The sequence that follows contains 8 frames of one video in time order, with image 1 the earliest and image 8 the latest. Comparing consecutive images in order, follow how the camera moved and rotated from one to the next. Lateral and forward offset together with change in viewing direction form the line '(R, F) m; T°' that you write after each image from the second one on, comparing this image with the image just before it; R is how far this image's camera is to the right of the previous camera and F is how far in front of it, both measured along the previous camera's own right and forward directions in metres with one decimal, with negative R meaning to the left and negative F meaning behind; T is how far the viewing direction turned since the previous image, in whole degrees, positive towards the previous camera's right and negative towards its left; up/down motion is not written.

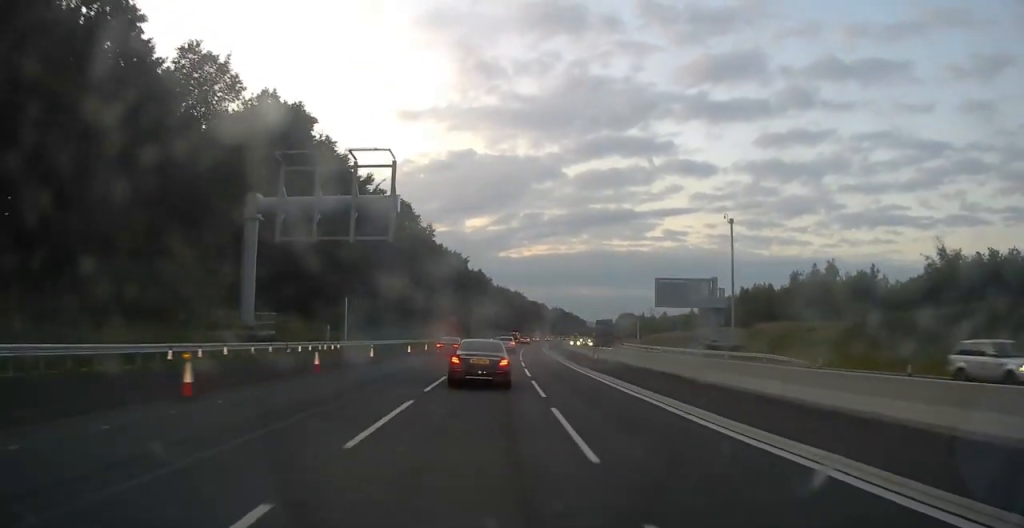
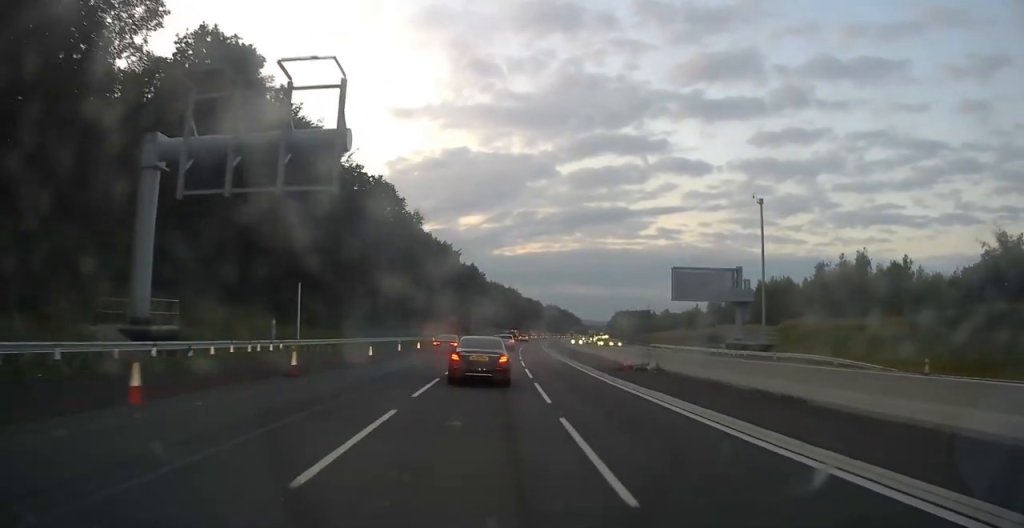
(0.0, +11.4) m; +1°
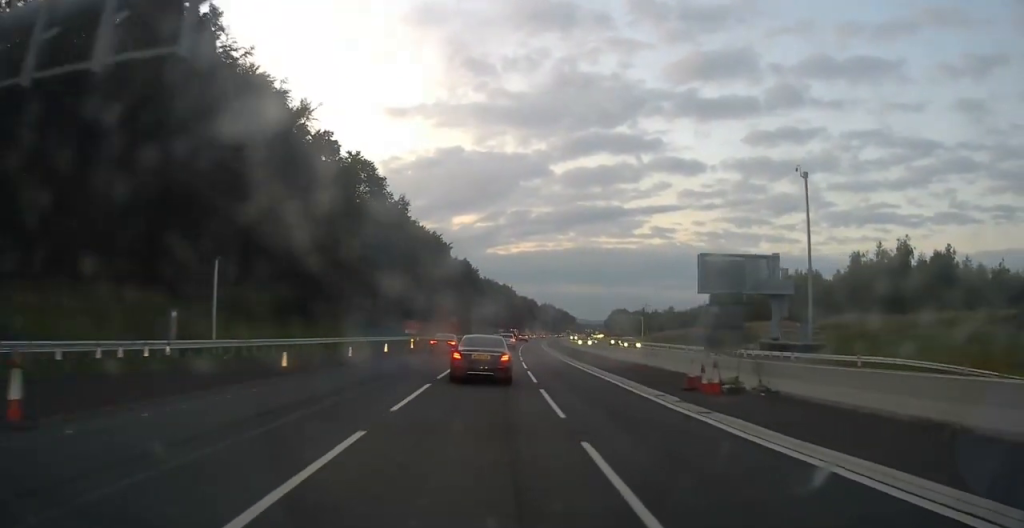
(+0.1, +12.2) m; +1°
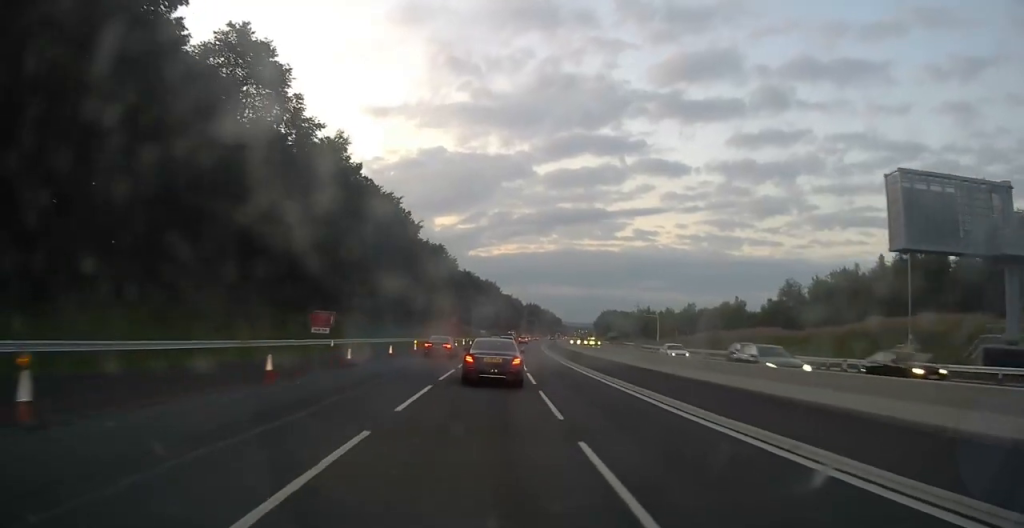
(+0.5, +36.0) m; +1°
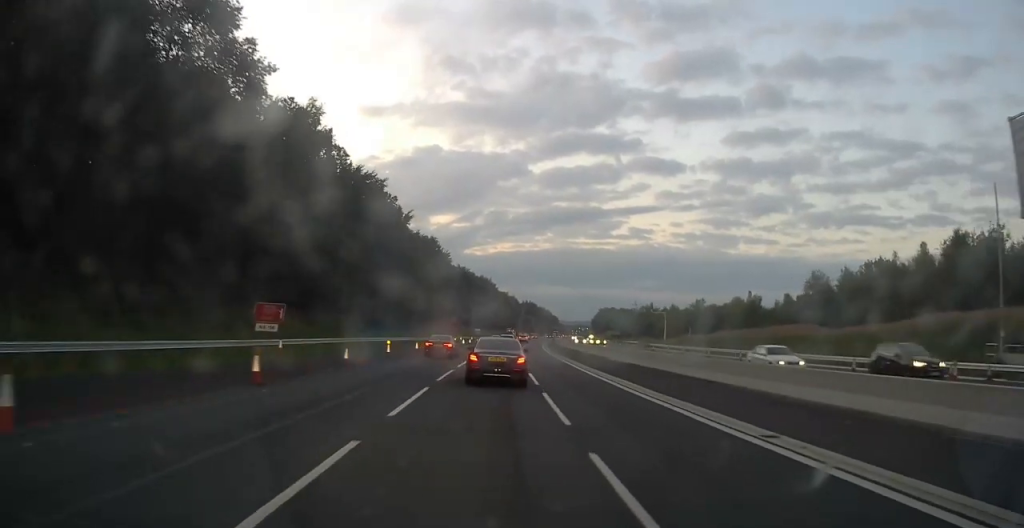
(0.0, +10.1) m; +1°
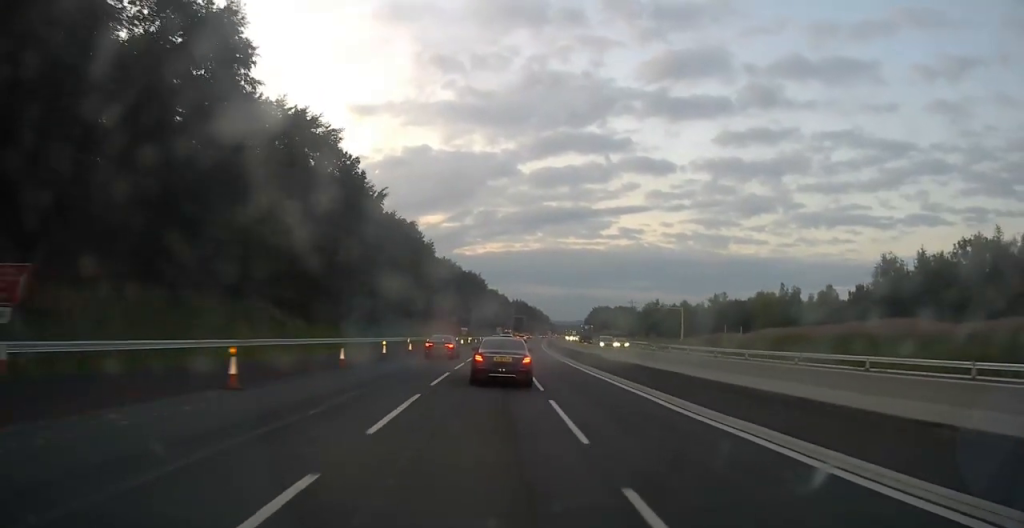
(+0.2, +20.2) m; +1°
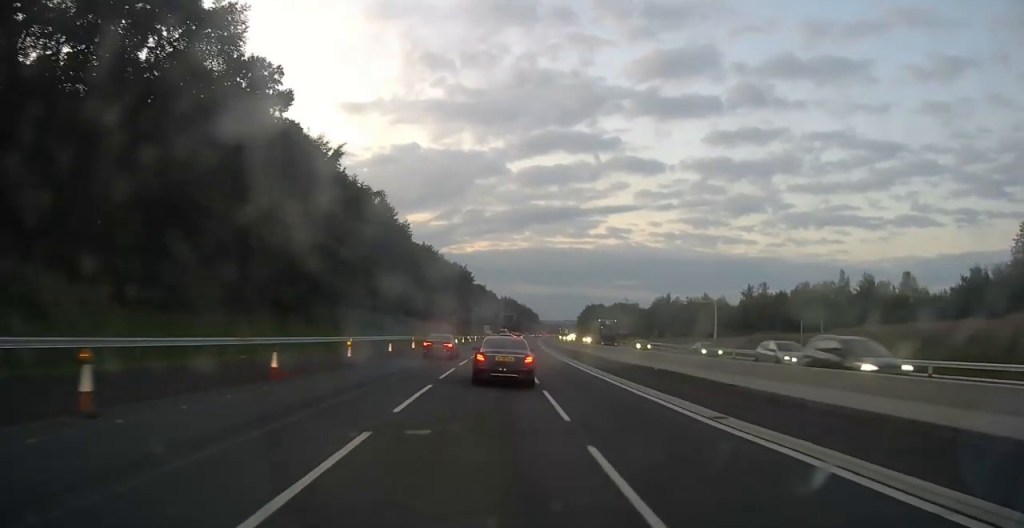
(+0.3, +24.7) m; +1°
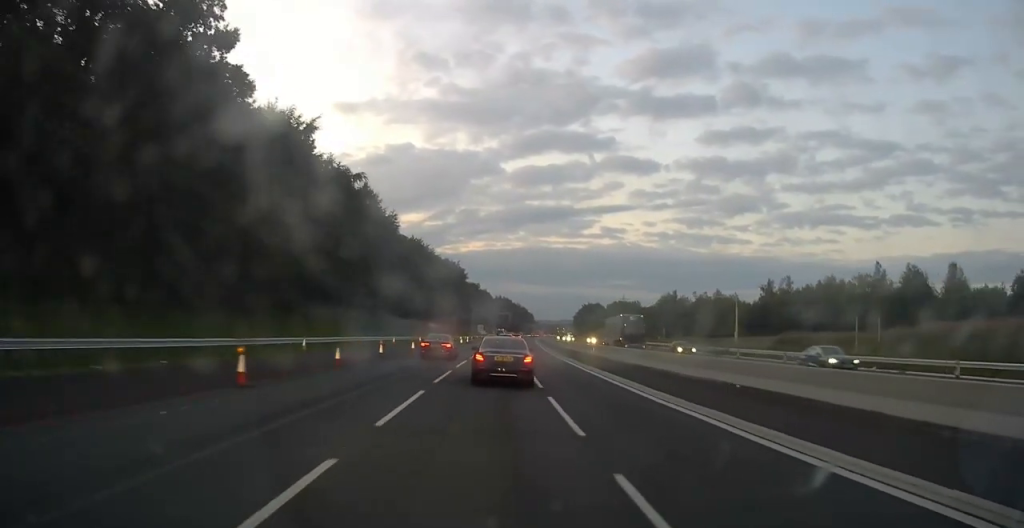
(0.0, +10.9) m; +1°
